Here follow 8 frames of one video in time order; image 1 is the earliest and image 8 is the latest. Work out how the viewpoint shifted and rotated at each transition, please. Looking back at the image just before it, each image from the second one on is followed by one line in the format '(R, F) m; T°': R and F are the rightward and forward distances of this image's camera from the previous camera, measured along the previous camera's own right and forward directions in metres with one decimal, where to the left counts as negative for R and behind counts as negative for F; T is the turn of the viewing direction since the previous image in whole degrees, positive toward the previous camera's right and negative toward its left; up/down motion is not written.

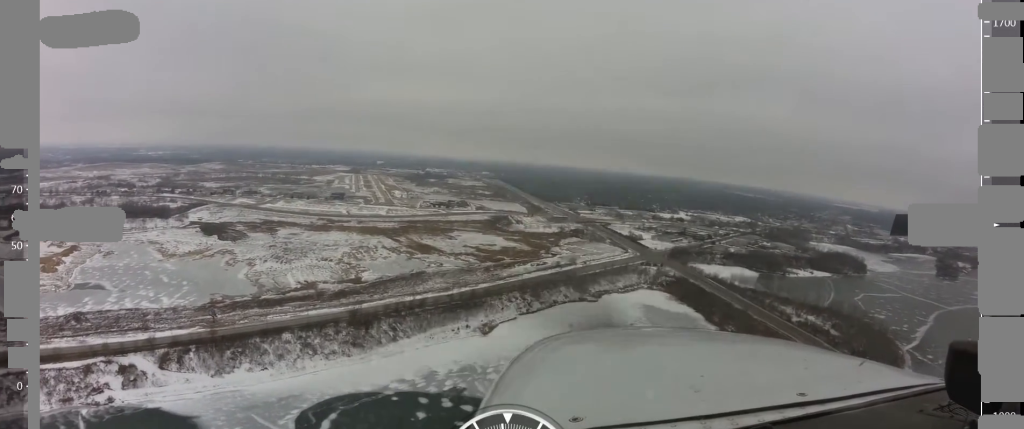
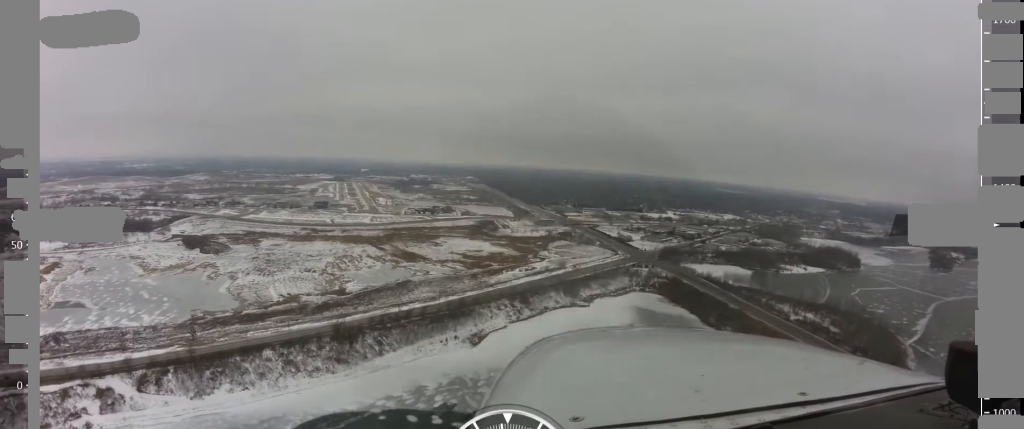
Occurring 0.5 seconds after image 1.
(+0.5, +15.8) m; +1°
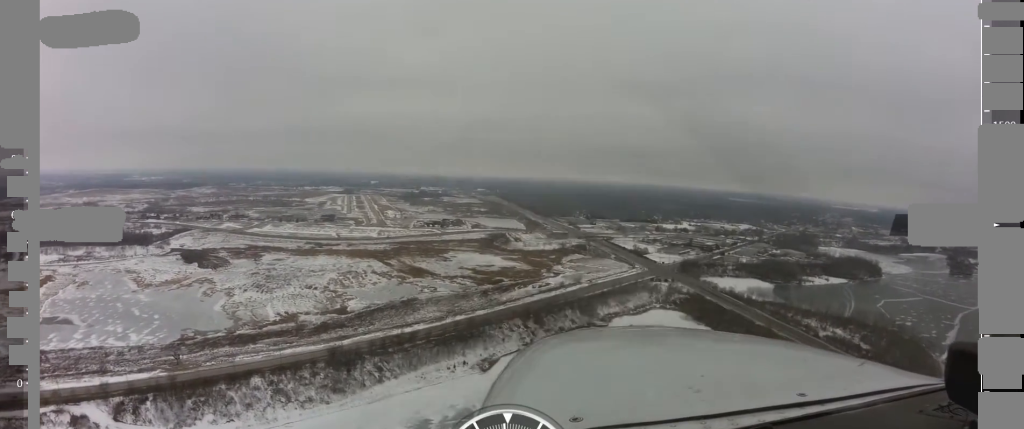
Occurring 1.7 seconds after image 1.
(+1.0, +33.4) m; 0°
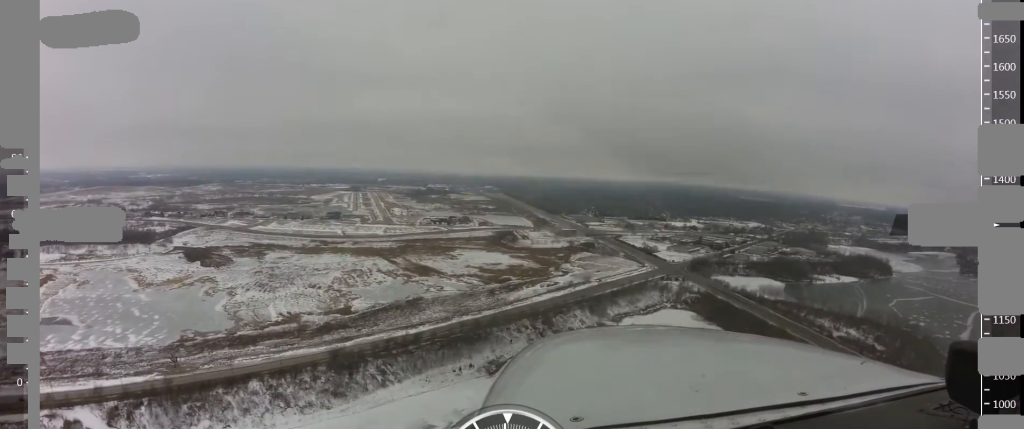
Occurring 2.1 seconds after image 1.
(+0.3, +11.7) m; -1°
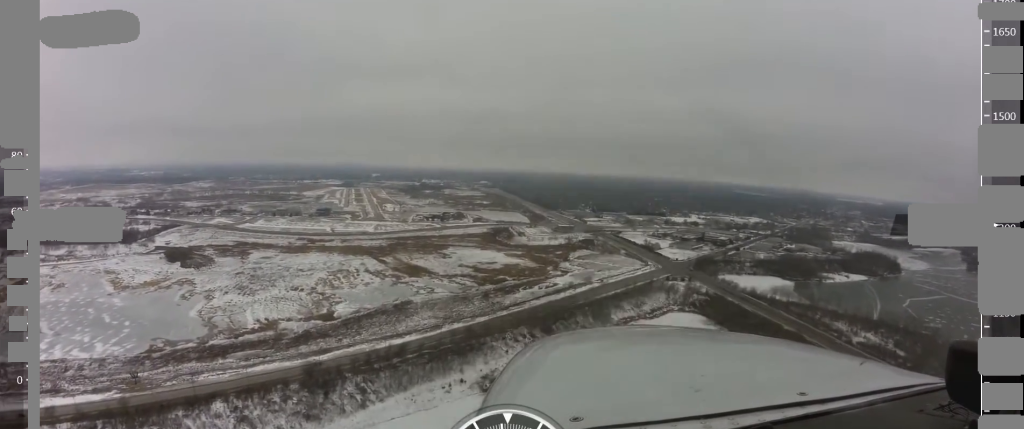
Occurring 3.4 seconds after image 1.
(-1.0, +38.8) m; +1°
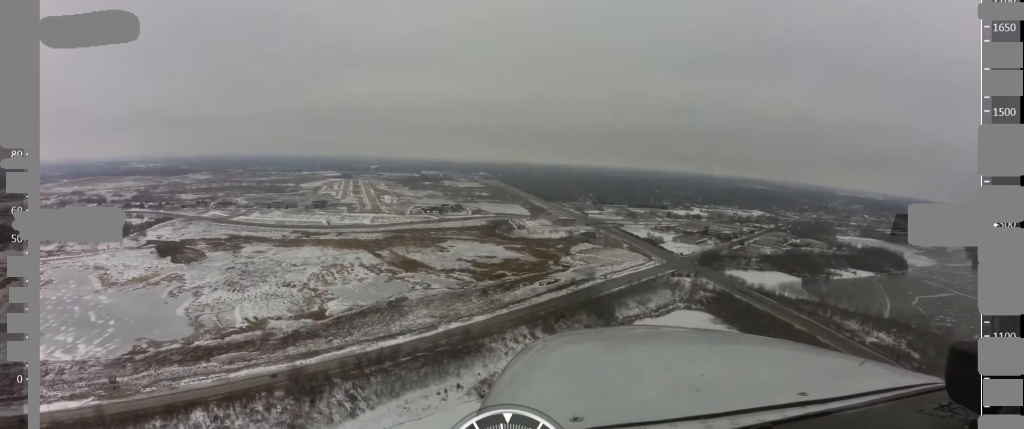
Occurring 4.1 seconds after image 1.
(+0.7, +21.3) m; +2°
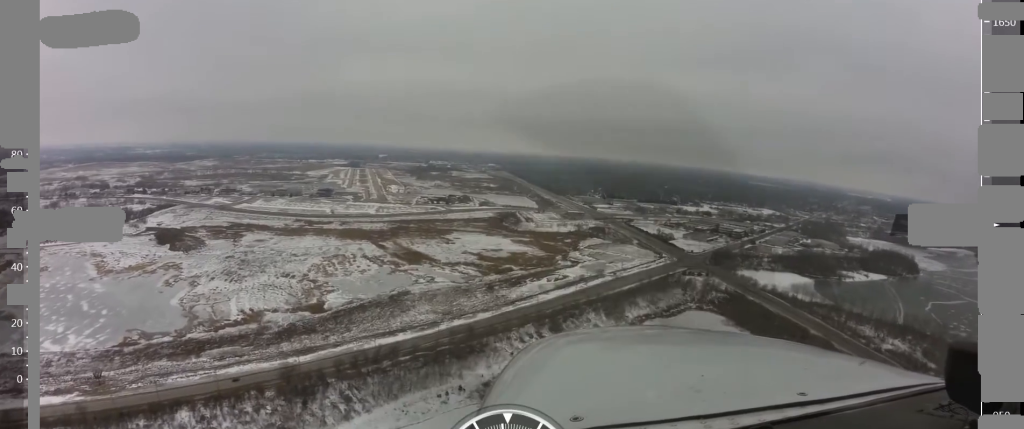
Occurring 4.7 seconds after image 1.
(0.0, +17.3) m; 0°
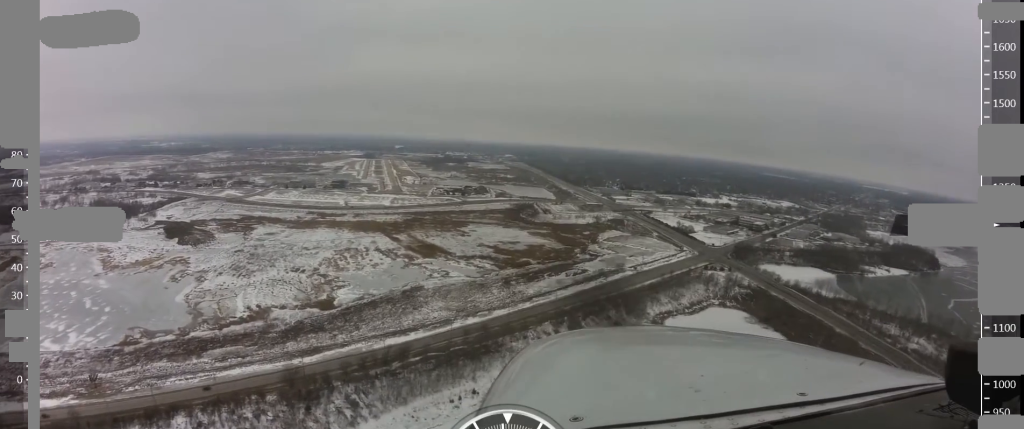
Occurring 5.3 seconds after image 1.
(0.0, +16.3) m; -1°
